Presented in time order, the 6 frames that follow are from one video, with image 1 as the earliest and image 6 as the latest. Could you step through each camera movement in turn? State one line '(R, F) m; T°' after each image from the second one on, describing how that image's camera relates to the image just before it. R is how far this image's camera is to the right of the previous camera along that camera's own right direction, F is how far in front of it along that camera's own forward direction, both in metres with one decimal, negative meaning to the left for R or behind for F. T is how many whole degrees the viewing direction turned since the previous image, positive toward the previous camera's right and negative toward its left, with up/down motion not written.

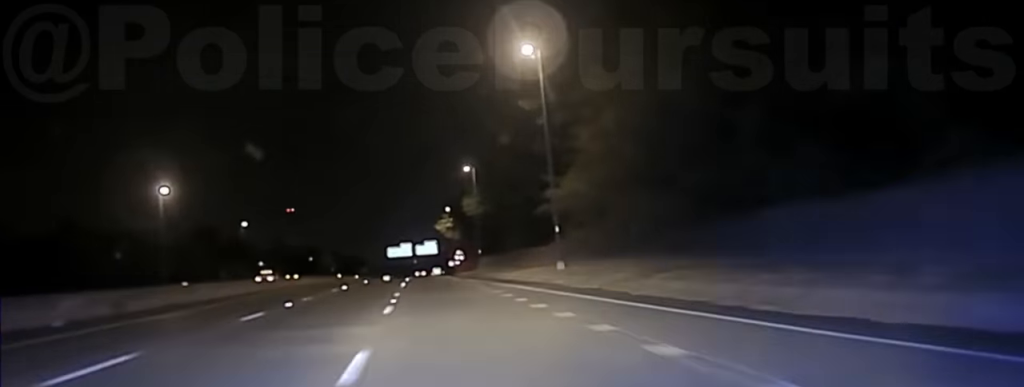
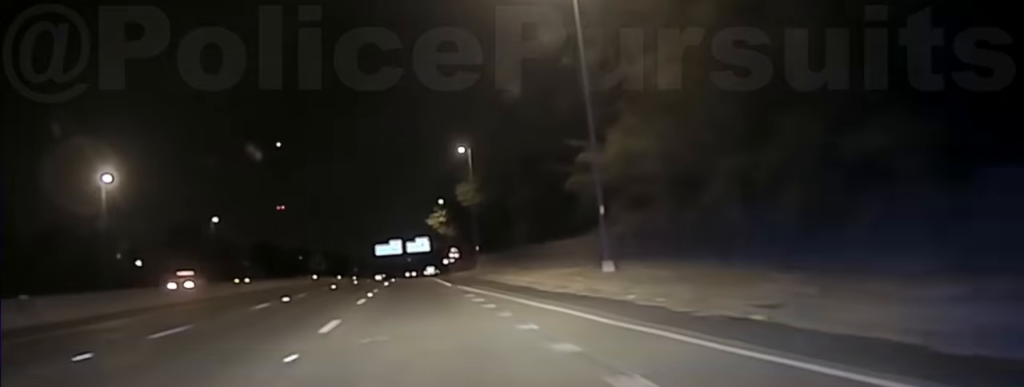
(+0.6, +12.6) m; +1°
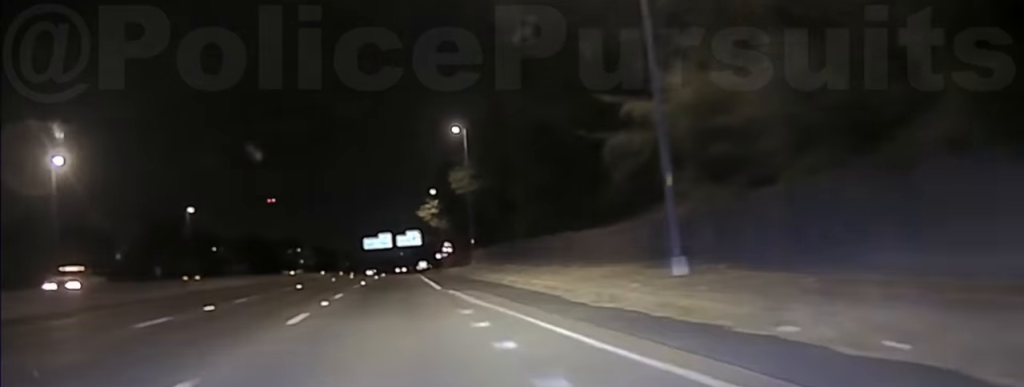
(+0.1, +9.0) m; 0°
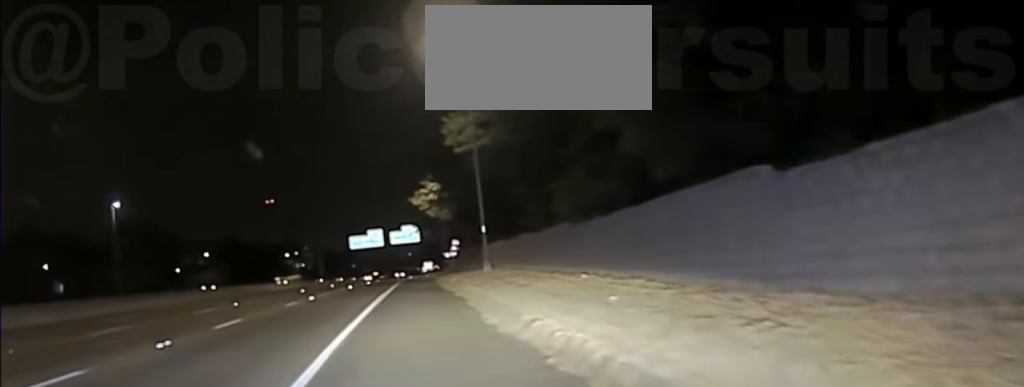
(-0.5, +30.5) m; -6°
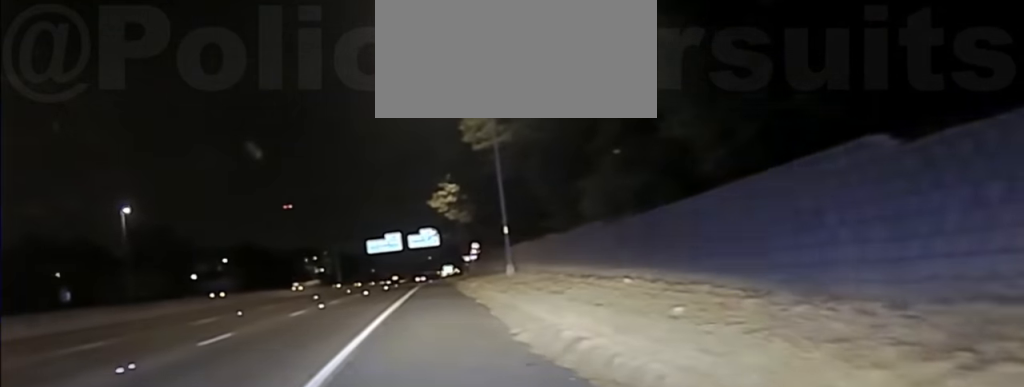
(0.0, +4.2) m; -1°
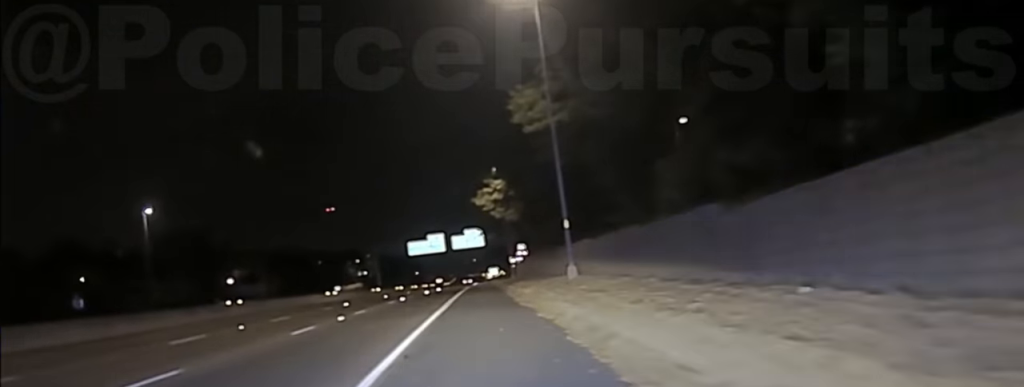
(-0.2, +9.6) m; -1°
